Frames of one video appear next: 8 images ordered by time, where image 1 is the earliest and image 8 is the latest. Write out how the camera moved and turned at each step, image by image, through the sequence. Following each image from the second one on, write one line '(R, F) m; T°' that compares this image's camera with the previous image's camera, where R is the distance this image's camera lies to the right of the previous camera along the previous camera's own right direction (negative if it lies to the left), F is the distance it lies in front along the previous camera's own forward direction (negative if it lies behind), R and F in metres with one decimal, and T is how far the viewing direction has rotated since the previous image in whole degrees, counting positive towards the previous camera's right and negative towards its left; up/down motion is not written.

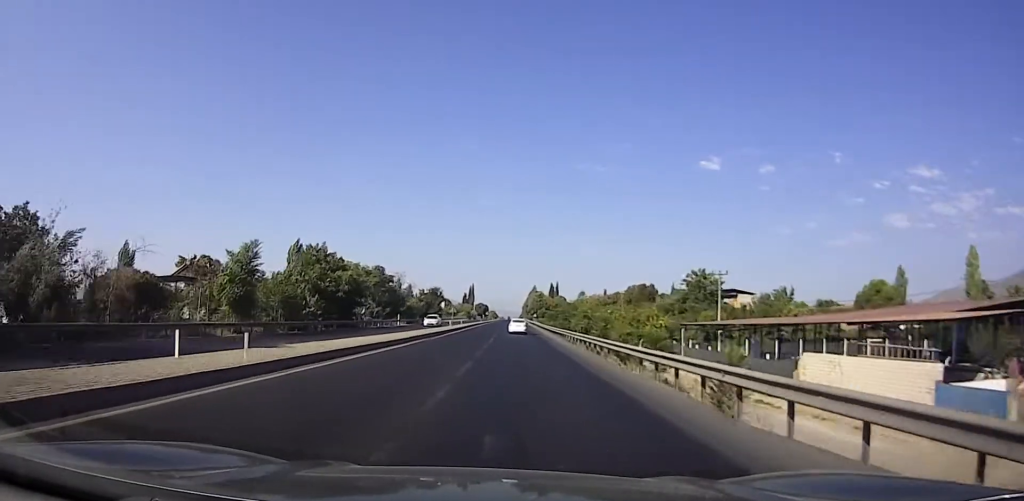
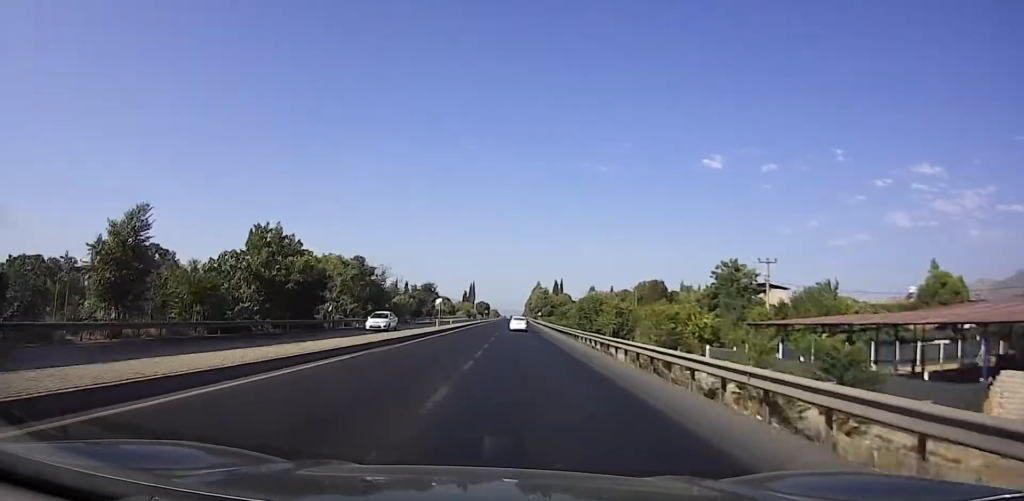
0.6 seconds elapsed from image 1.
(+0.3, +12.9) m; +1°
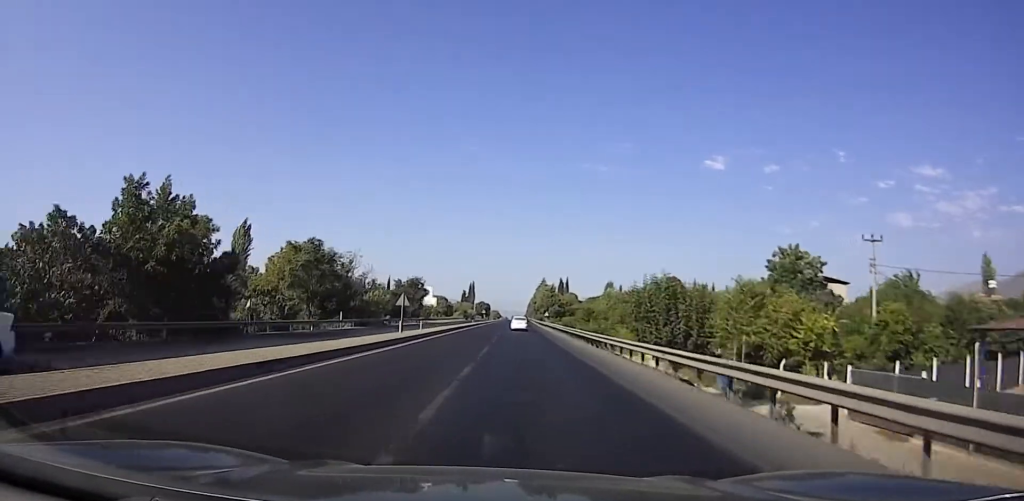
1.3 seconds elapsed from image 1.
(+0.1, +17.7) m; -1°
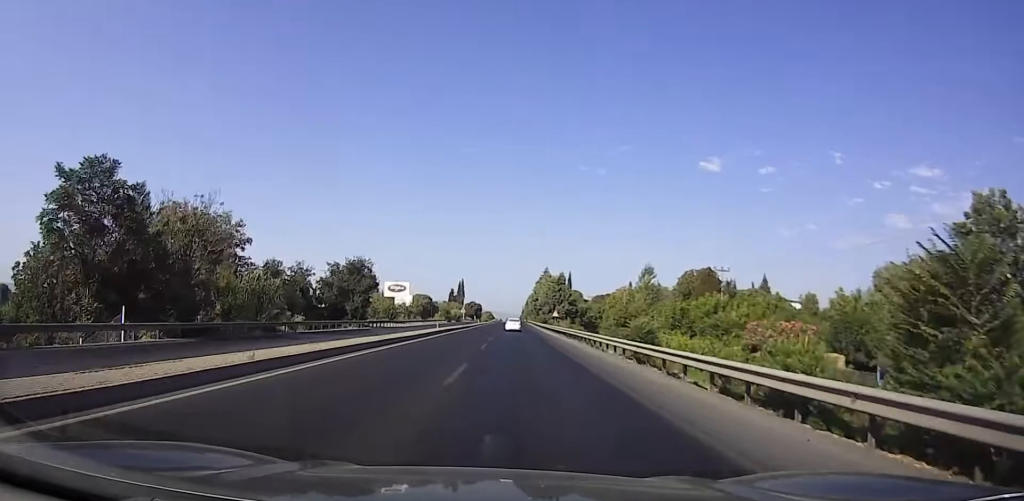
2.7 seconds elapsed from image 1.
(-0.7, +32.0) m; -1°
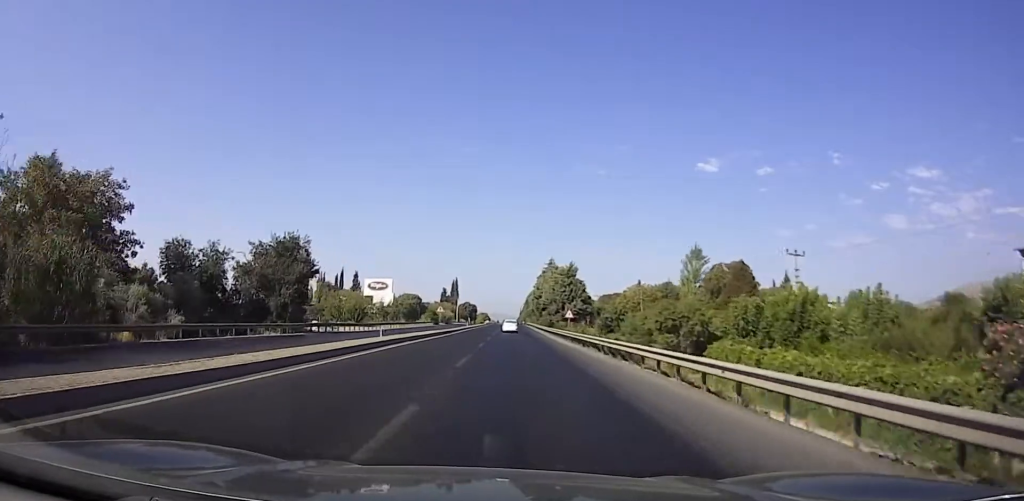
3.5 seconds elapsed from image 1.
(+0.5, +19.7) m; +1°
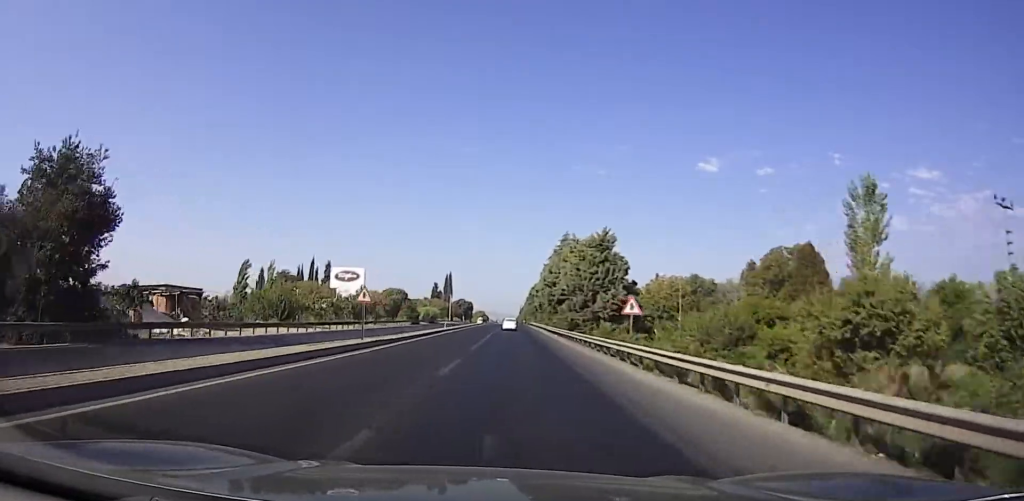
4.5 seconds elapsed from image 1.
(+0.1, +25.9) m; 0°
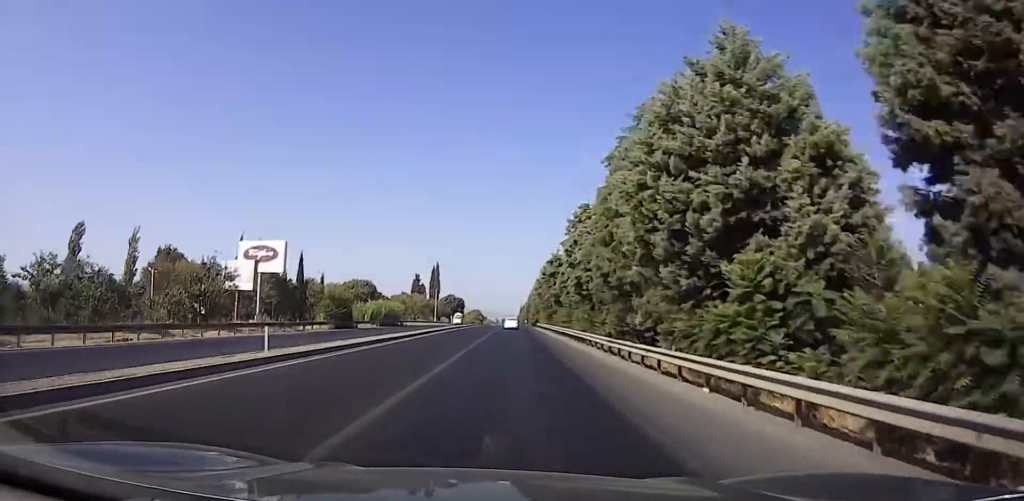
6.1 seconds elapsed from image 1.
(0.0, +40.8) m; 0°
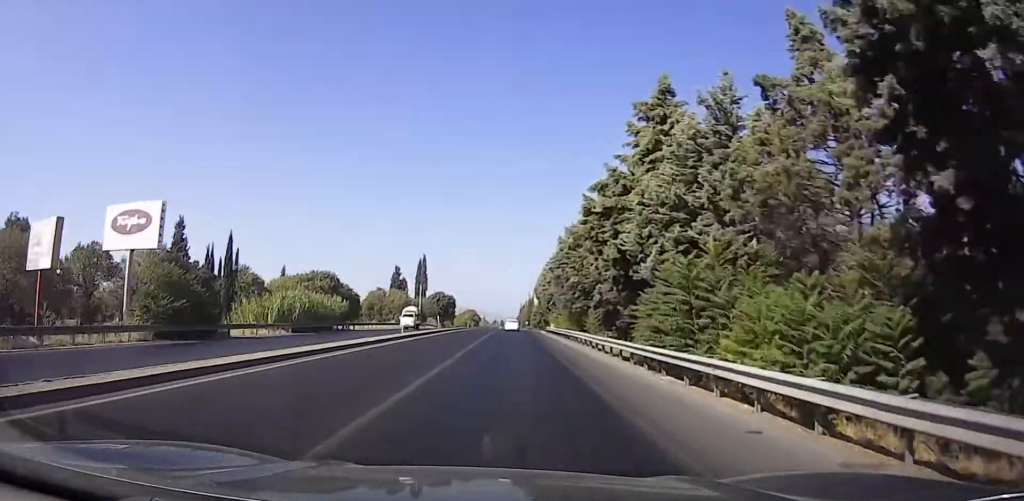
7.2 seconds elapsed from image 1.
(0.0, +29.6) m; 0°
